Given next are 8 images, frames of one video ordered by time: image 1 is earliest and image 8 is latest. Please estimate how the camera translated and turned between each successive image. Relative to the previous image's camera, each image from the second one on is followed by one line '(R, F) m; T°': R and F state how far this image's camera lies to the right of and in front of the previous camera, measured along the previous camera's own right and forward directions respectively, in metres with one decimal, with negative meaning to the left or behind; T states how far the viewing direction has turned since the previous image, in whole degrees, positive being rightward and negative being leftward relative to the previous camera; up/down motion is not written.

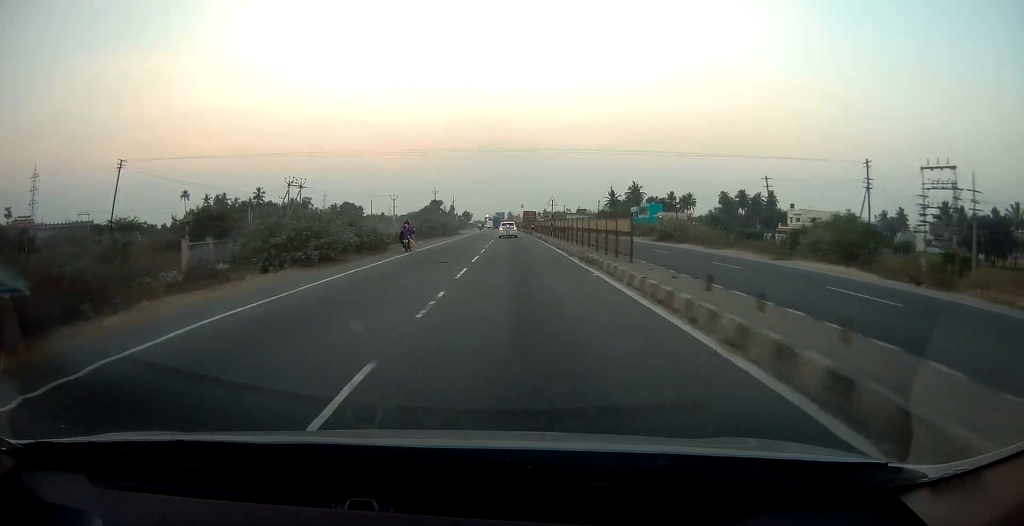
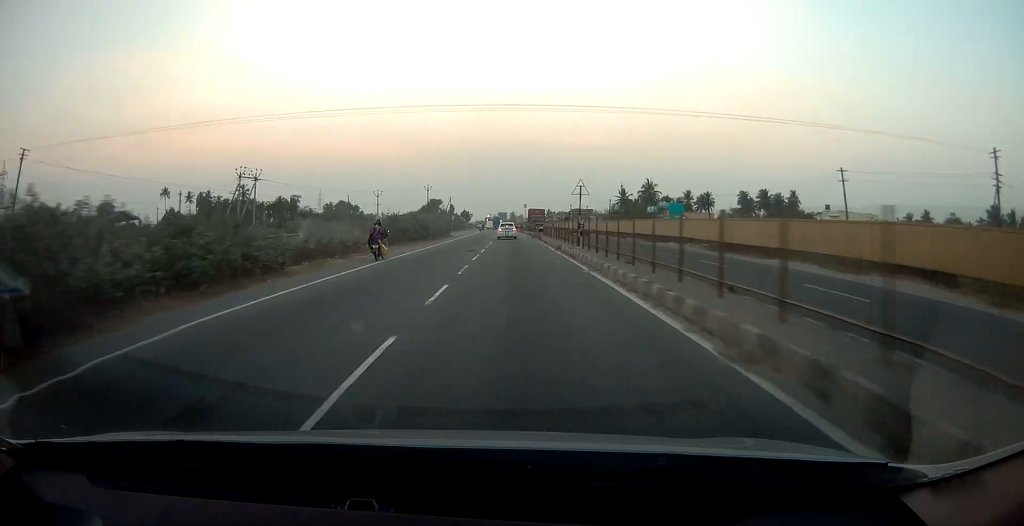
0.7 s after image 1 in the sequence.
(0.0, +16.8) m; 0°
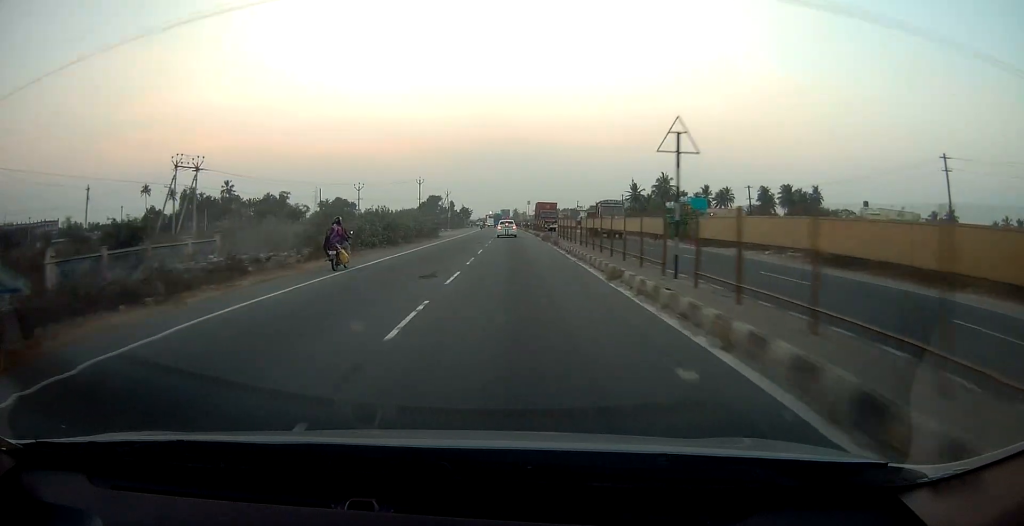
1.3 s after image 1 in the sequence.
(0.0, +15.1) m; 0°
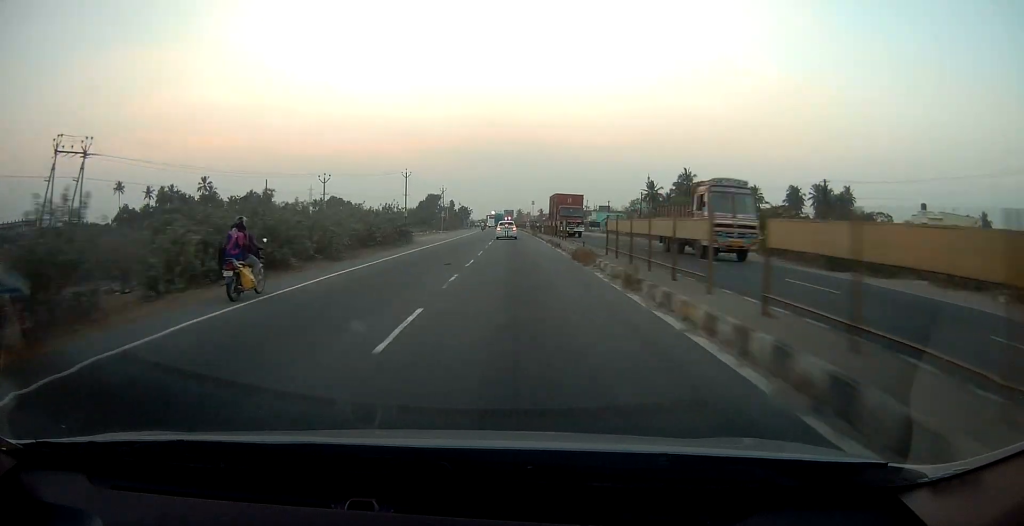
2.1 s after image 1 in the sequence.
(-0.2, +18.8) m; 0°
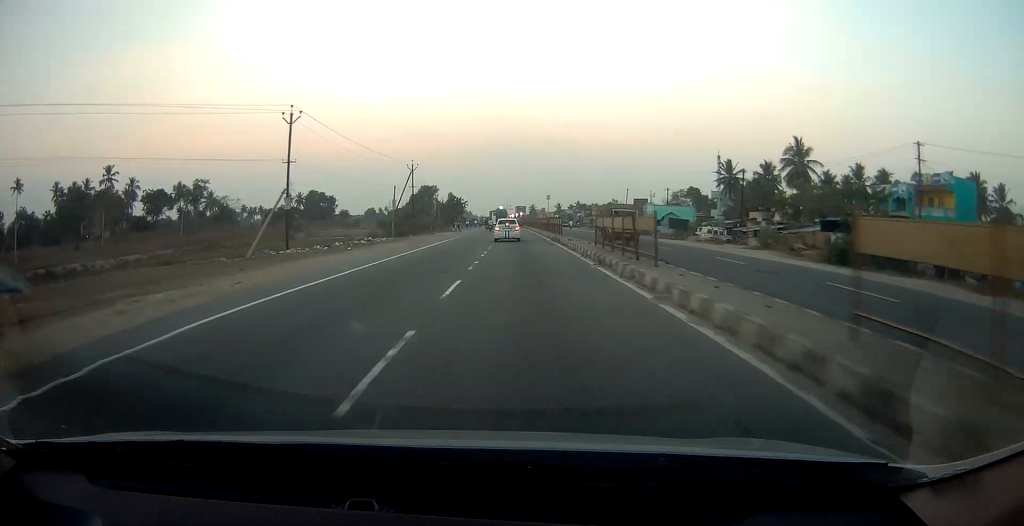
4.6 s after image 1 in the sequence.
(-0.7, +55.0) m; -1°
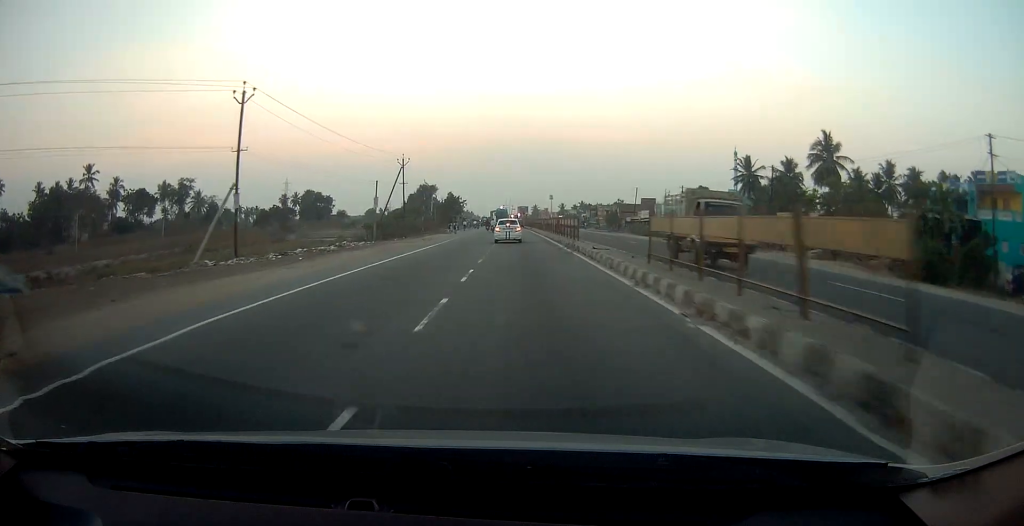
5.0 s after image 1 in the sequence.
(0.0, +8.8) m; 0°
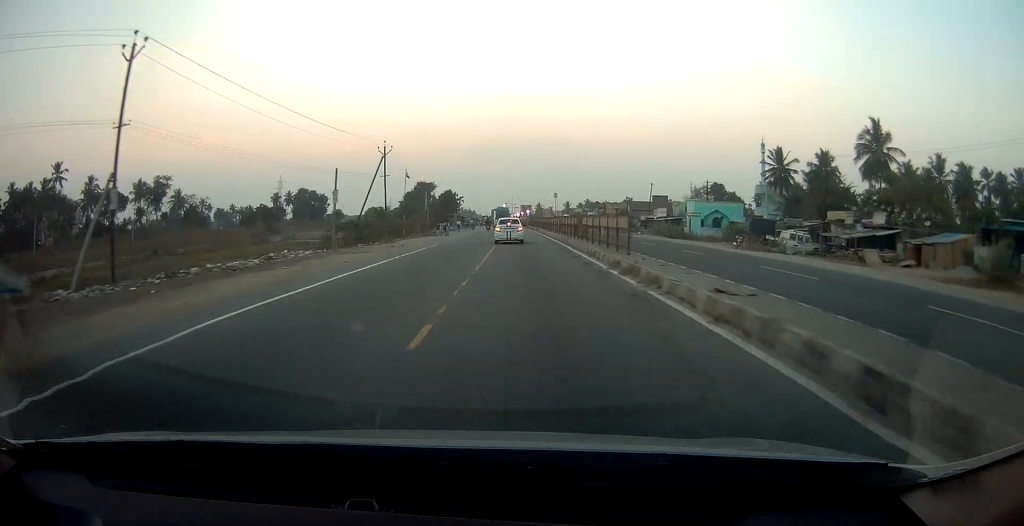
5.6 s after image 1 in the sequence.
(0.0, +12.7) m; 0°
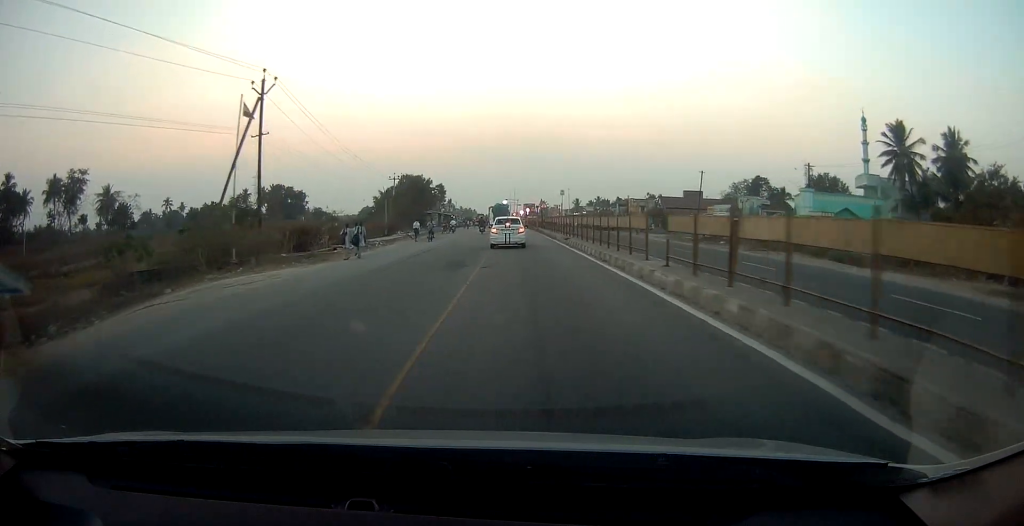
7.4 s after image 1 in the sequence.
(-0.2, +34.2) m; -1°
